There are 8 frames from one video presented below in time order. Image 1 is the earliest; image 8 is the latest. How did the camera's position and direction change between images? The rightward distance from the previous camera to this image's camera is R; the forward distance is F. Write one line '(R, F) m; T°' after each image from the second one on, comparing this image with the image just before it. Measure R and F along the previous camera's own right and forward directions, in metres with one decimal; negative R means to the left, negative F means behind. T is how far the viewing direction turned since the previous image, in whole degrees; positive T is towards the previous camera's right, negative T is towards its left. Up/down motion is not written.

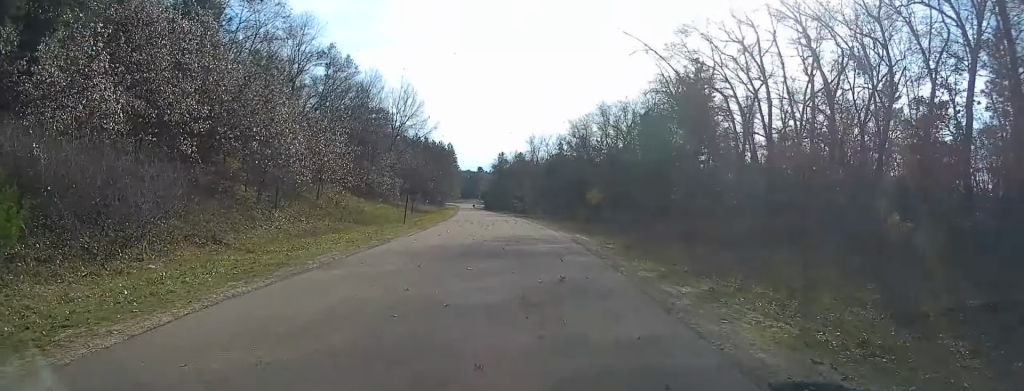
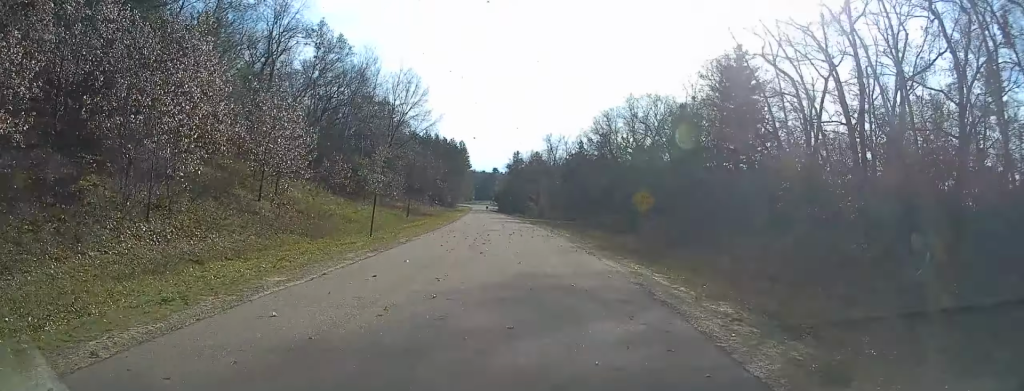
(0.0, +13.3) m; 0°
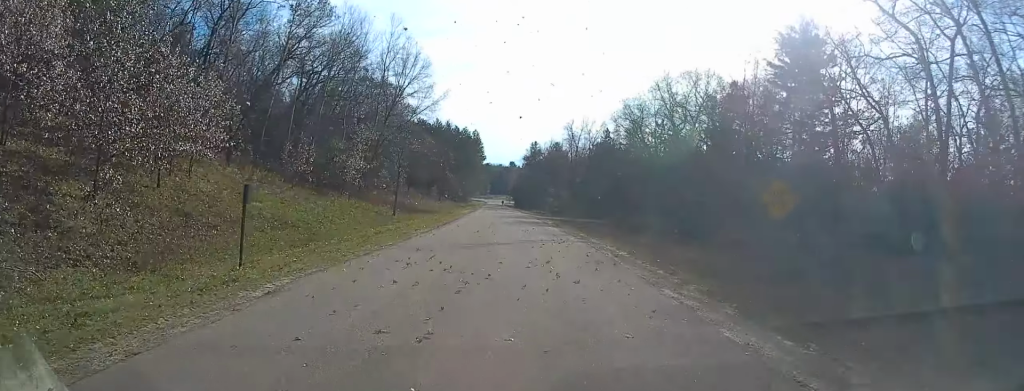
(+0.1, +15.6) m; 0°
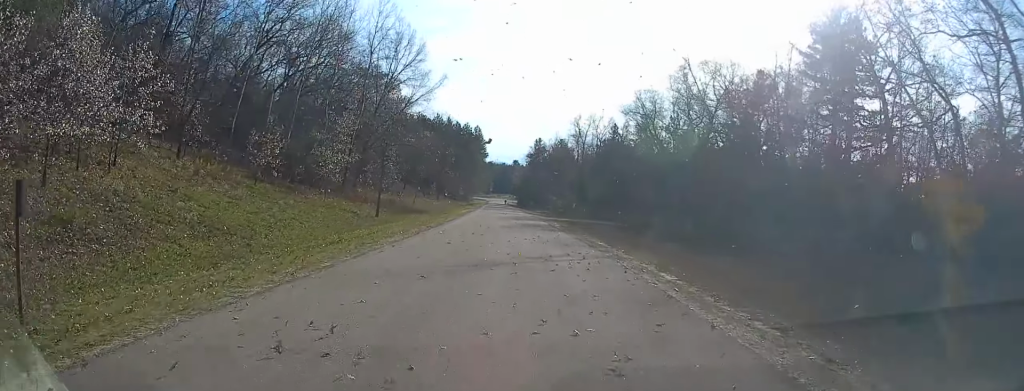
(0.0, +7.3) m; -1°
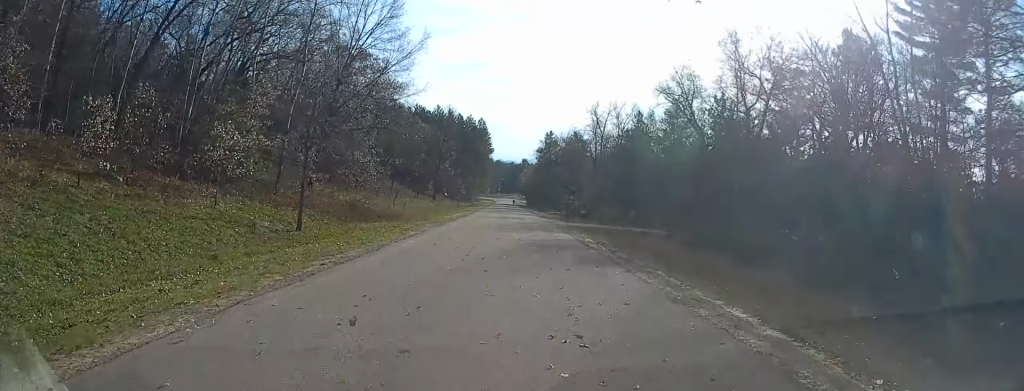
(-0.4, +17.9) m; -2°
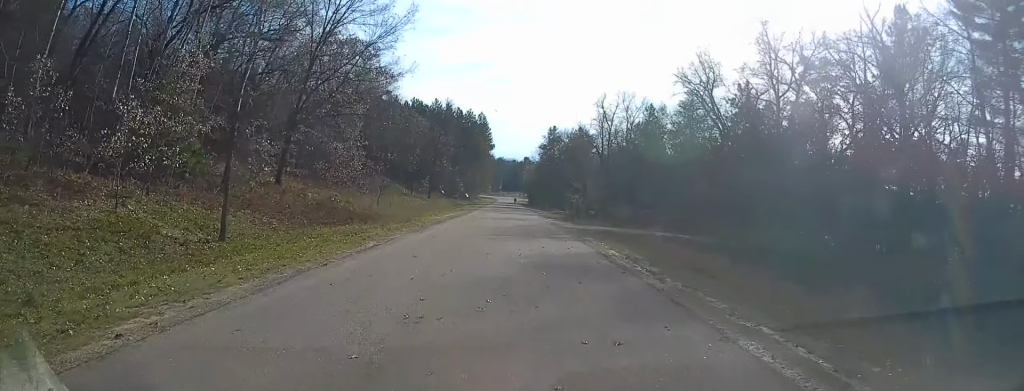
(-0.3, +7.8) m; 0°
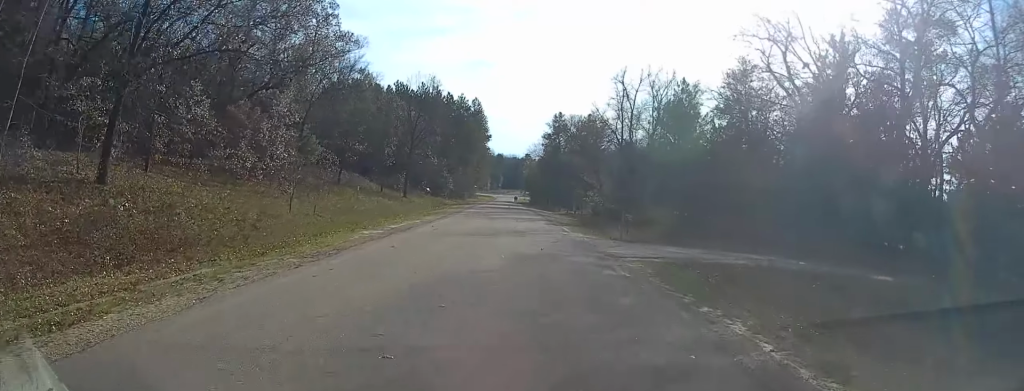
(+0.4, +21.7) m; 0°
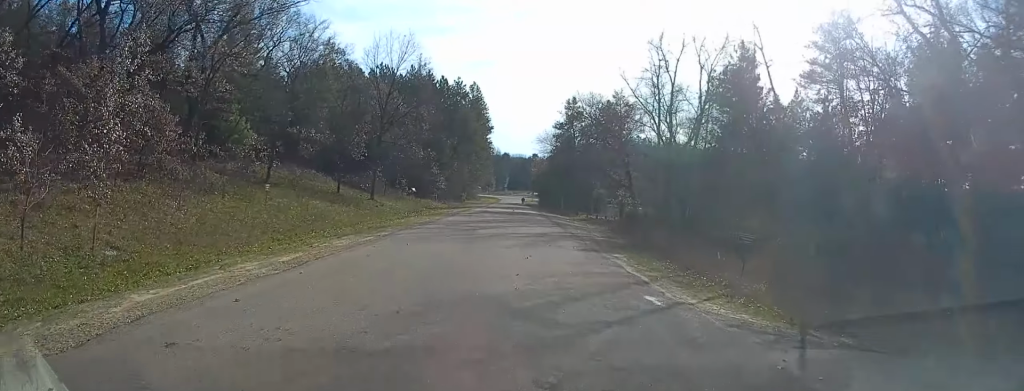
(+0.1, +21.1) m; 0°
